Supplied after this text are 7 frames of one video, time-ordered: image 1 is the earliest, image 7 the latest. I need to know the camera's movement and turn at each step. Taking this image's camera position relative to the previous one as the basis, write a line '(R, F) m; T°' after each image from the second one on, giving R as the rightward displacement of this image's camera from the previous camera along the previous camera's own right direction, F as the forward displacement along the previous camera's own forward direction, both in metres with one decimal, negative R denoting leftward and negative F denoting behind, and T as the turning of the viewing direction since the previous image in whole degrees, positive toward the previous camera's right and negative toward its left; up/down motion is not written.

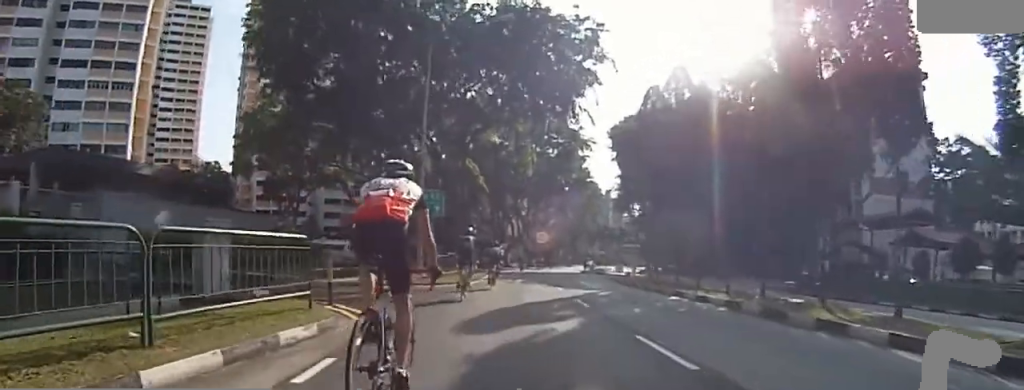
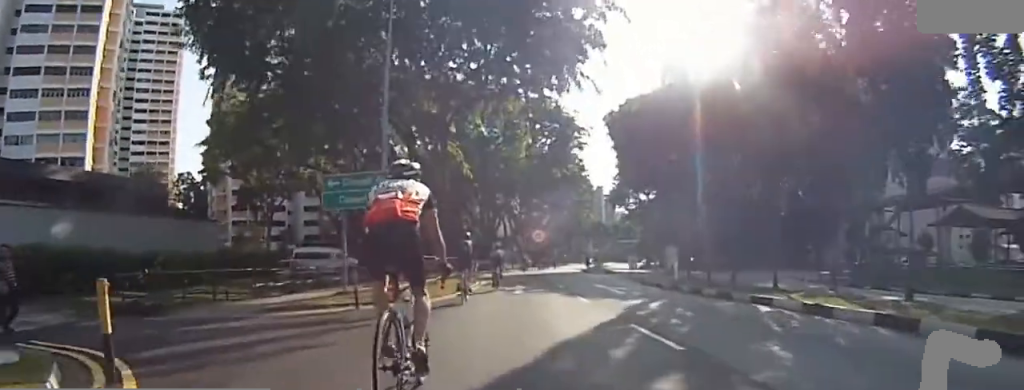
(-0.9, +5.8) m; -1°
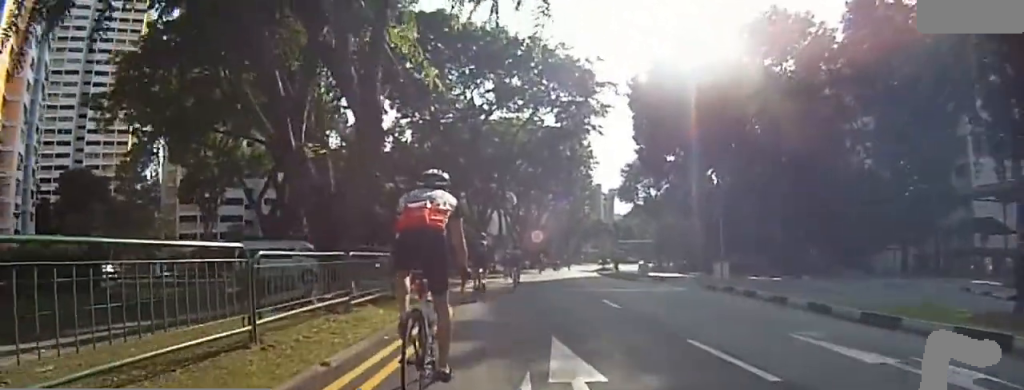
(+1.1, +13.8) m; +10°
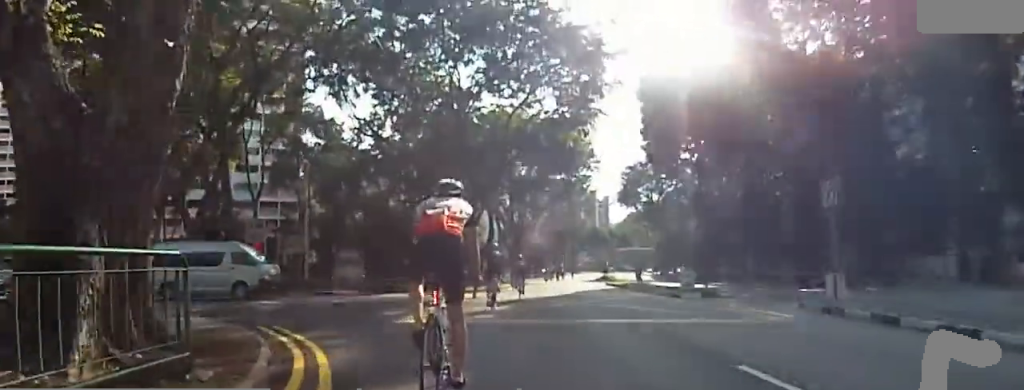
(-0.3, +7.5) m; -2°
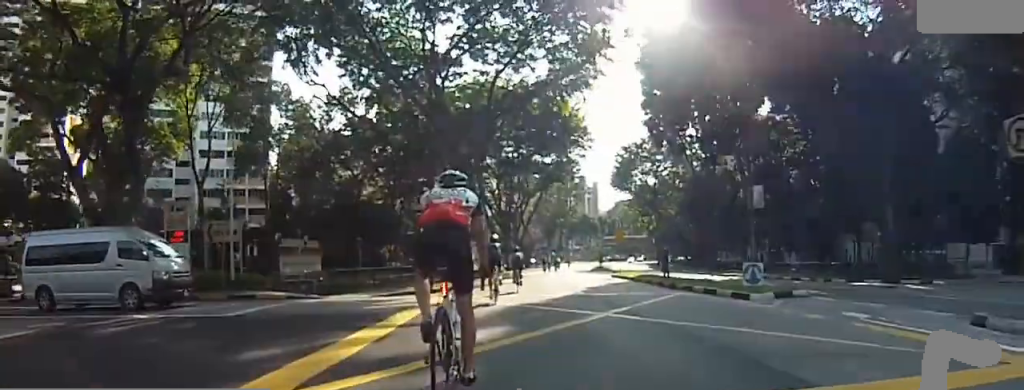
(-0.1, +6.1) m; -2°
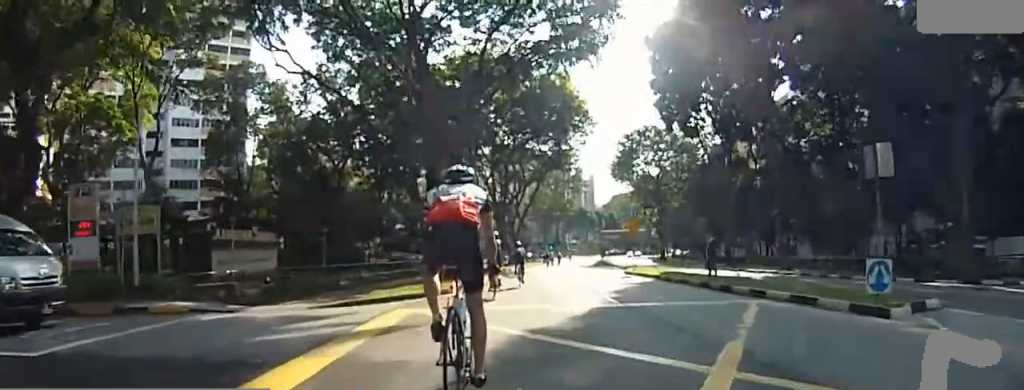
(+0.1, +5.3) m; -1°
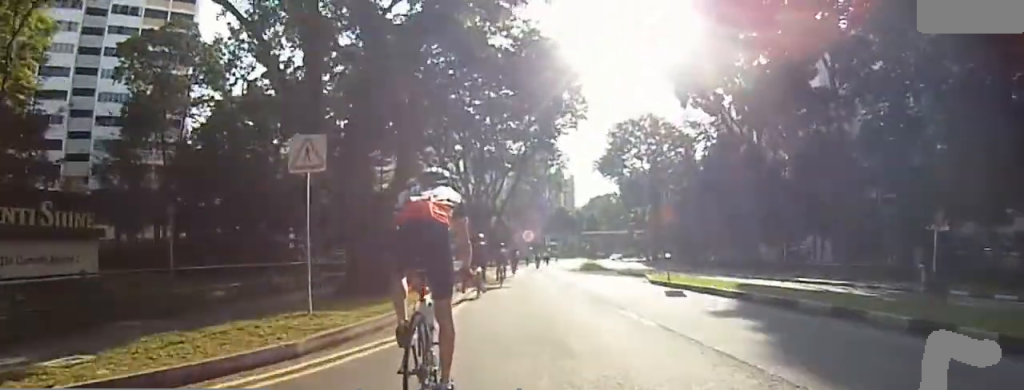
(-0.4, +10.0) m; +2°
